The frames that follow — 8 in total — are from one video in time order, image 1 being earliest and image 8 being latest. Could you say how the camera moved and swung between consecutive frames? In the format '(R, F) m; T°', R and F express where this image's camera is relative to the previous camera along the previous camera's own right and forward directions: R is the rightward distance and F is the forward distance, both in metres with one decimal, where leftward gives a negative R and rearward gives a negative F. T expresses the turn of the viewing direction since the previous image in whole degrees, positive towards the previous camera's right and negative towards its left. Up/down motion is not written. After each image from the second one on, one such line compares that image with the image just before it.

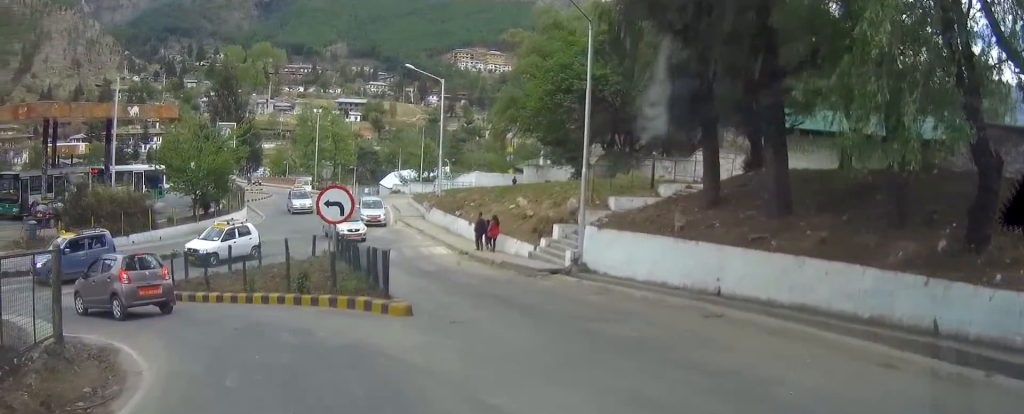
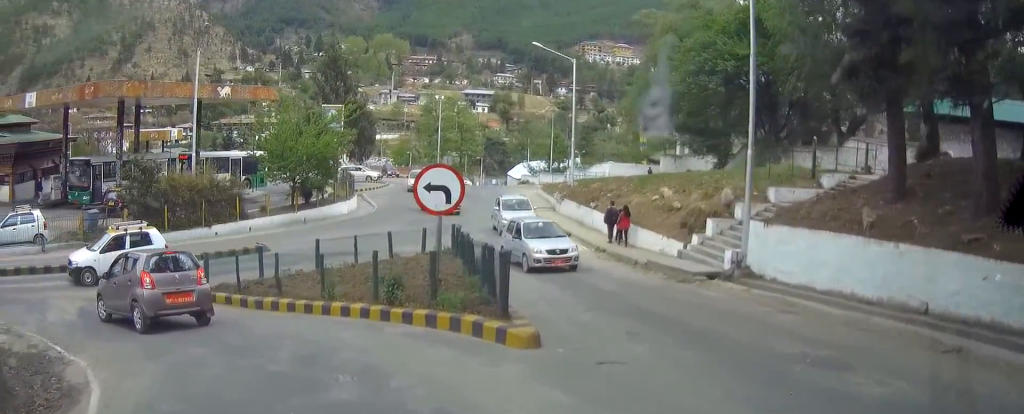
(-0.4, +5.0) m; -7°
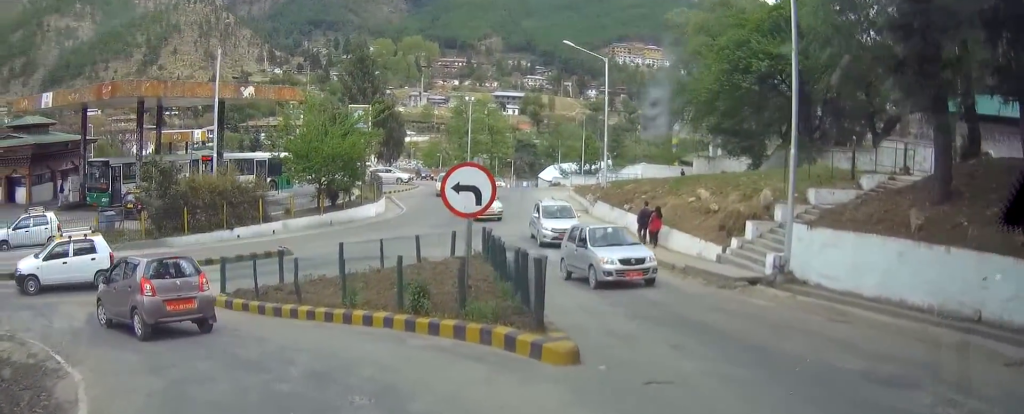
(0.0, +1.0) m; -2°
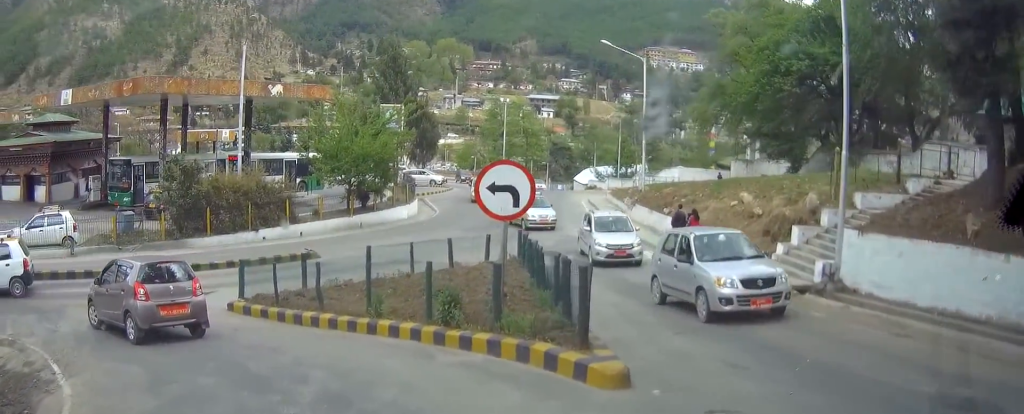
(0.0, +1.1) m; -3°
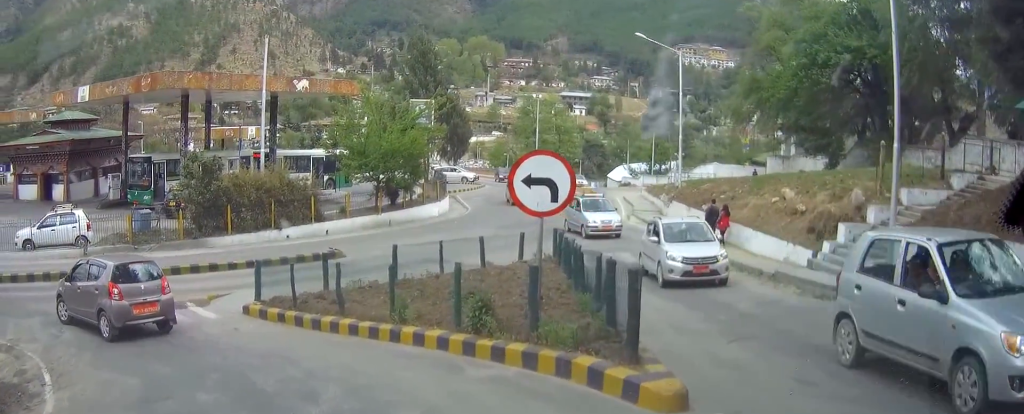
(-0.1, +1.4) m; -3°
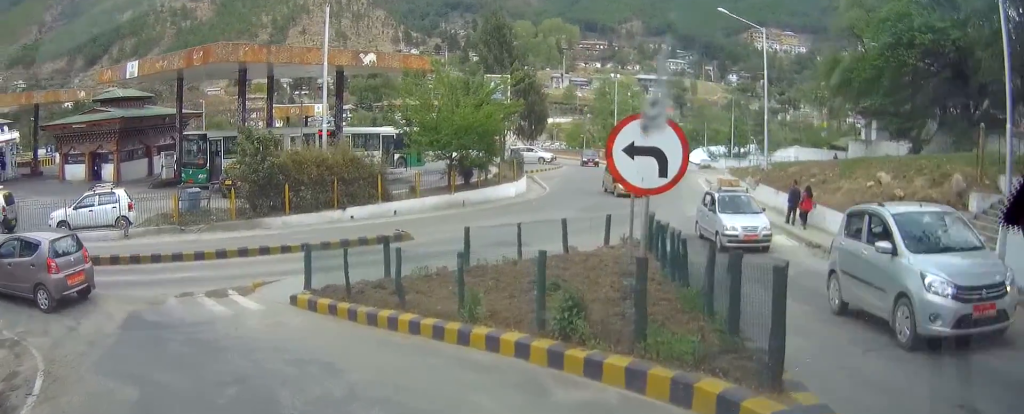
(-0.1, +2.1) m; -3°
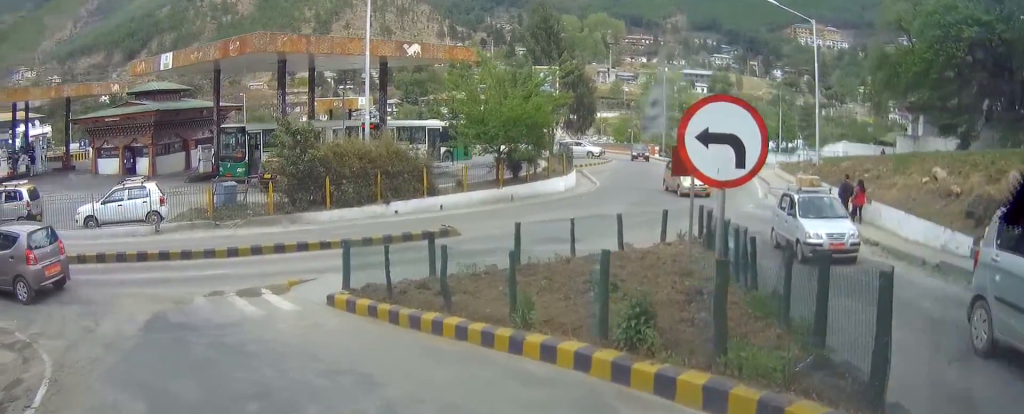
(0.0, +0.8) m; 0°
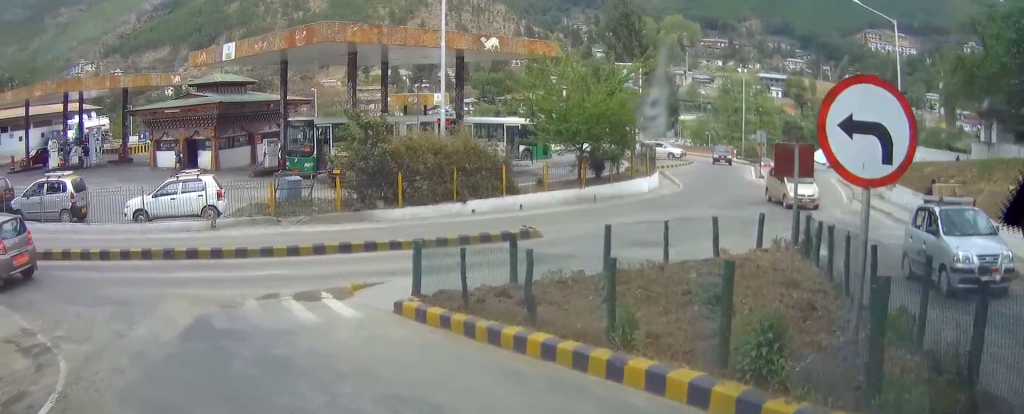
(0.0, +1.4) m; -4°
